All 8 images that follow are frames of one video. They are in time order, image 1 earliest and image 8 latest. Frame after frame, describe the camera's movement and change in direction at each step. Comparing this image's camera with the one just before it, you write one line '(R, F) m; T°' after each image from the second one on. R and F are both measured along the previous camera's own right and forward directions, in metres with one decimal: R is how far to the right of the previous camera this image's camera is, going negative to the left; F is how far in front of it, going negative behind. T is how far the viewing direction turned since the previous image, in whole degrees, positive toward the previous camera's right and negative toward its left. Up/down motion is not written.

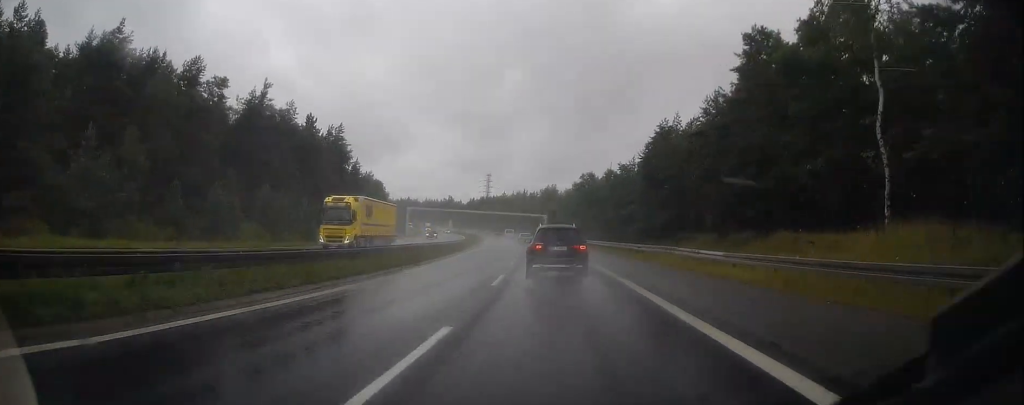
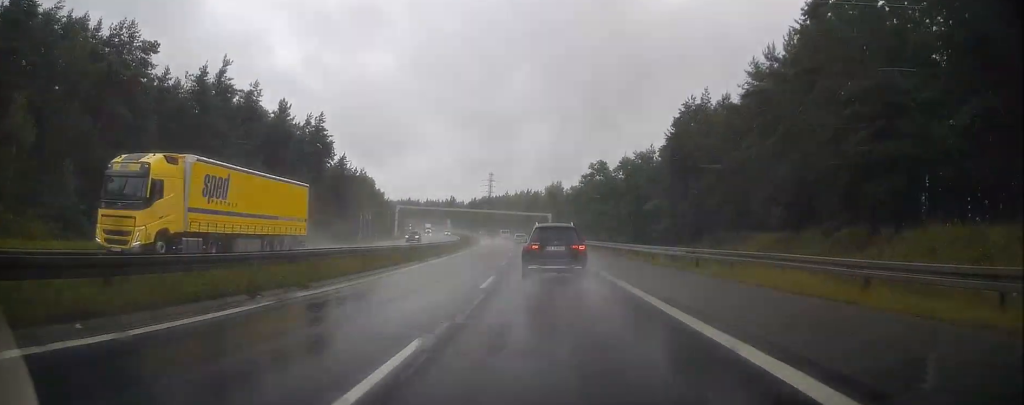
(0.0, +12.9) m; -1°
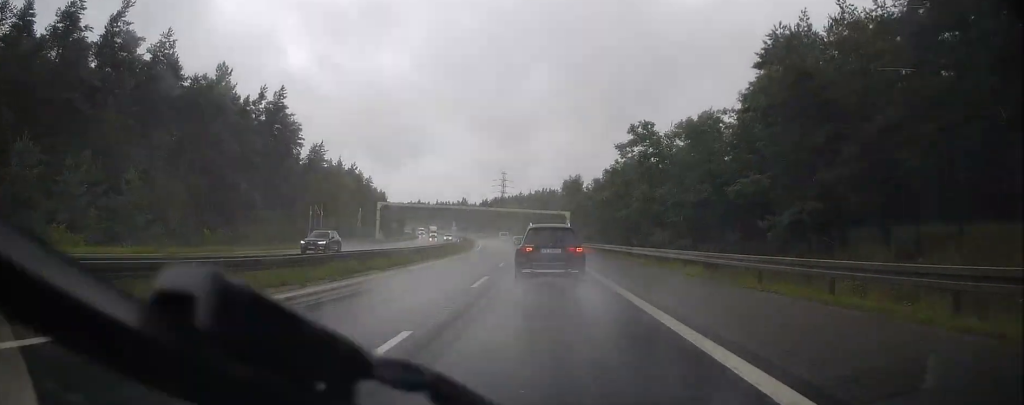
(-0.3, +23.3) m; -2°
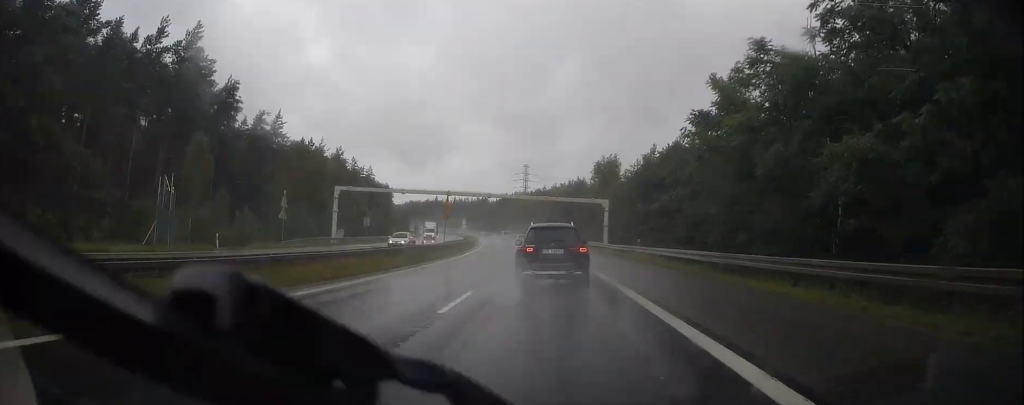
(-0.6, +29.4) m; -2°
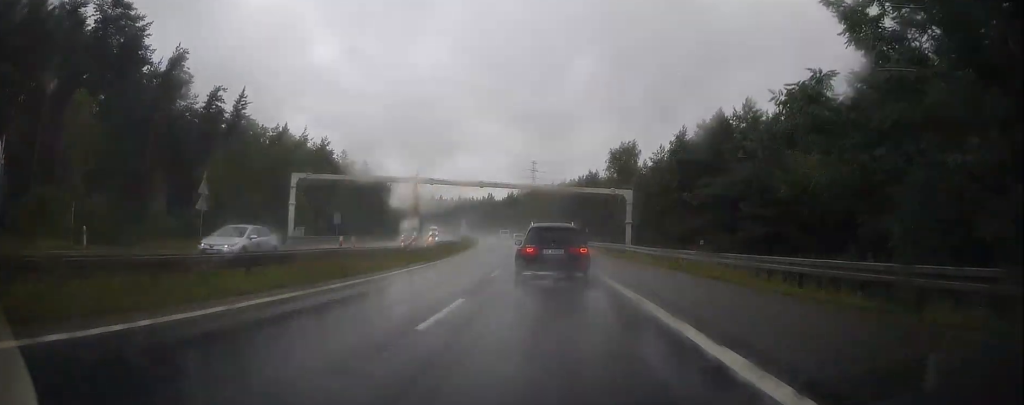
(-0.1, +13.7) m; 0°
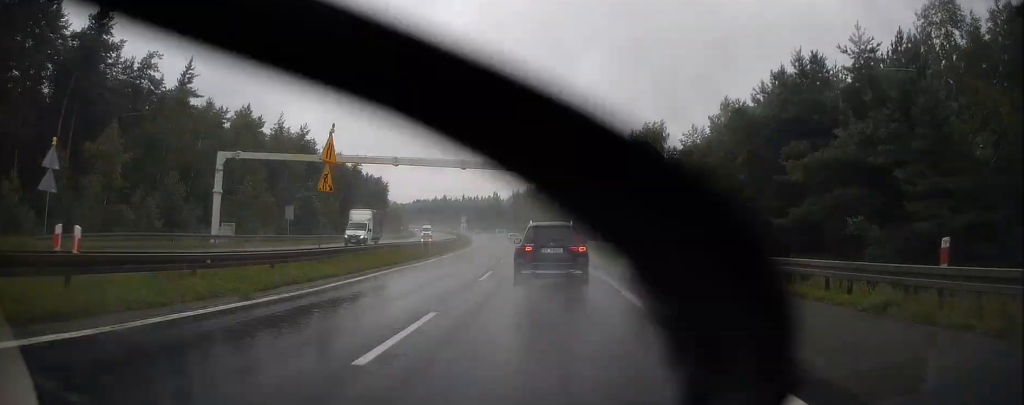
(0.0, +14.3) m; -1°
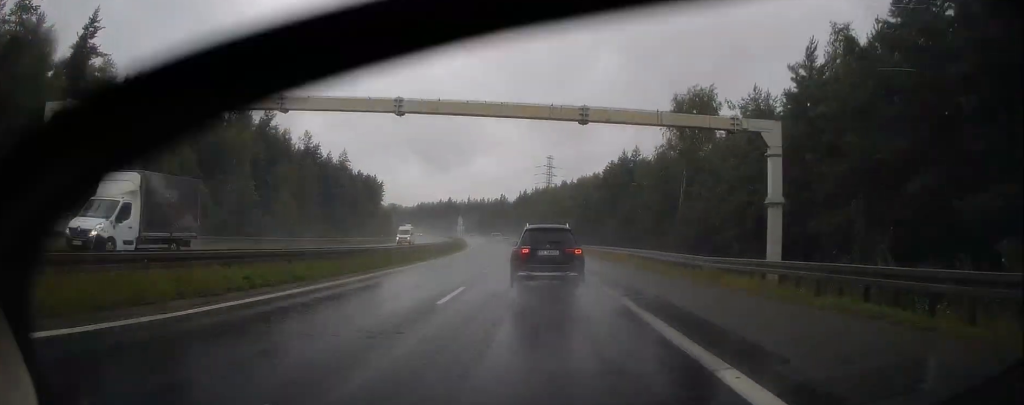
(-0.1, +17.7) m; -2°
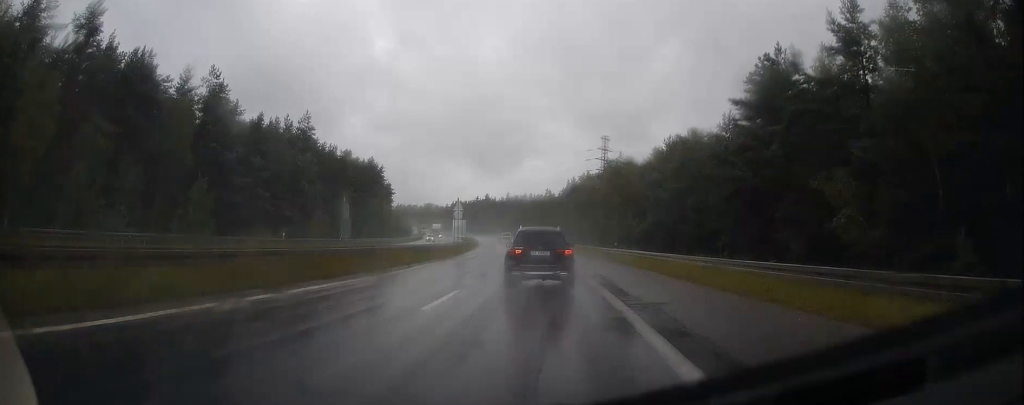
(-2.3, +48.3) m; -5°
